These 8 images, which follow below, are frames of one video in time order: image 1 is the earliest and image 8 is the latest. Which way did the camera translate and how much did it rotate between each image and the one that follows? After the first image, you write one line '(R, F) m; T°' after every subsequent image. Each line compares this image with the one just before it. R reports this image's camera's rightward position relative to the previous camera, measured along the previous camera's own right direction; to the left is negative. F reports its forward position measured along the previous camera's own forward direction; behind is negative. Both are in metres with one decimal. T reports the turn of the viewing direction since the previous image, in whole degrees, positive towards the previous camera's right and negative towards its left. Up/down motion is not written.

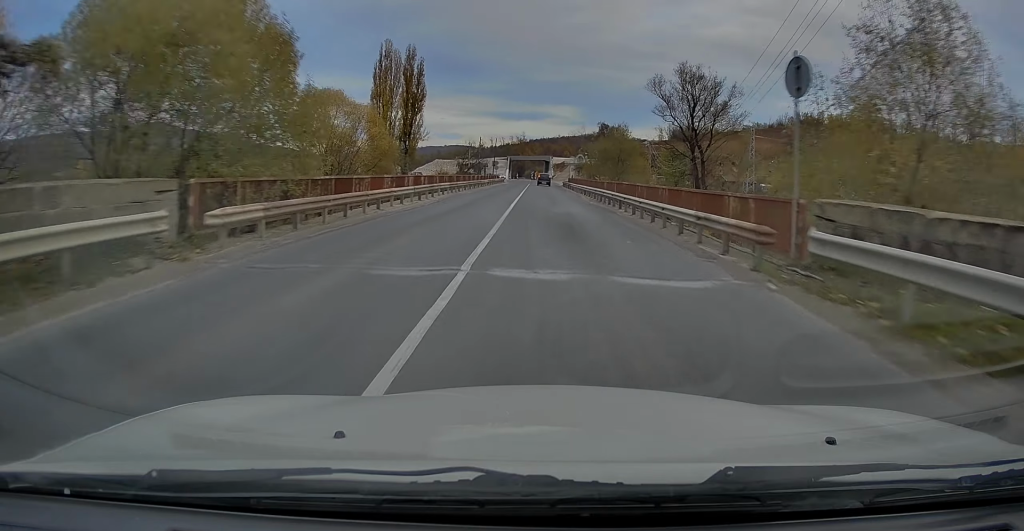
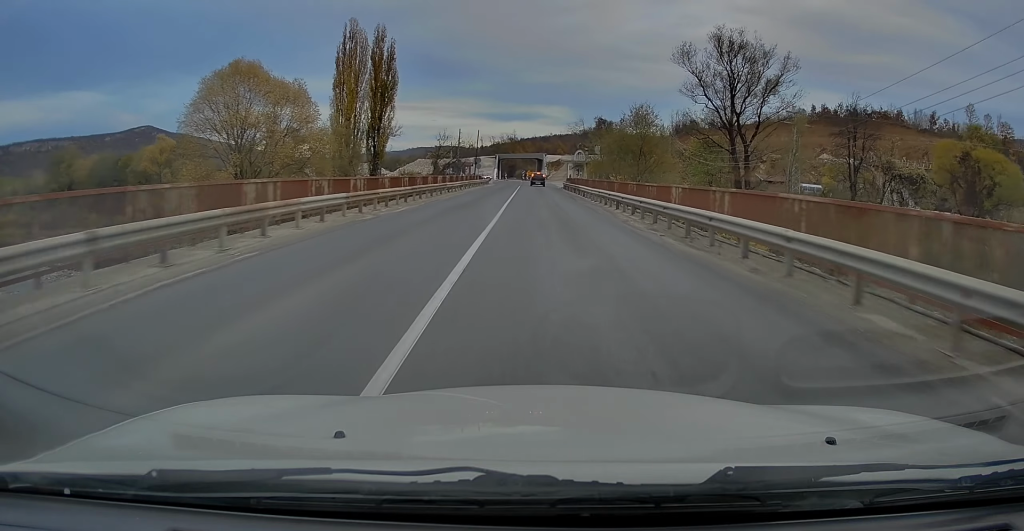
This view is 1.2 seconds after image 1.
(+0.1, +20.2) m; +1°
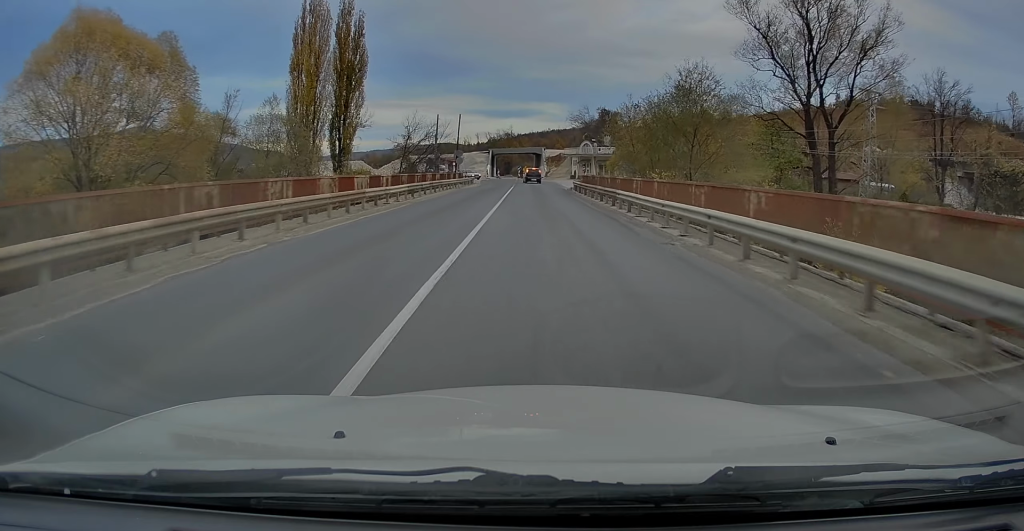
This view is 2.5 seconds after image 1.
(+0.2, +19.8) m; 0°
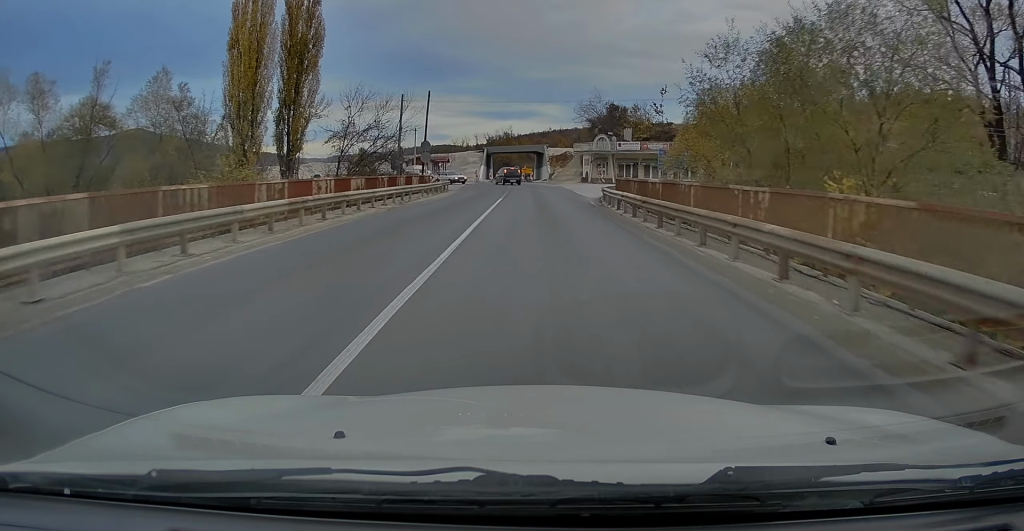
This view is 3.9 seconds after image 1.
(-0.4, +21.2) m; -1°
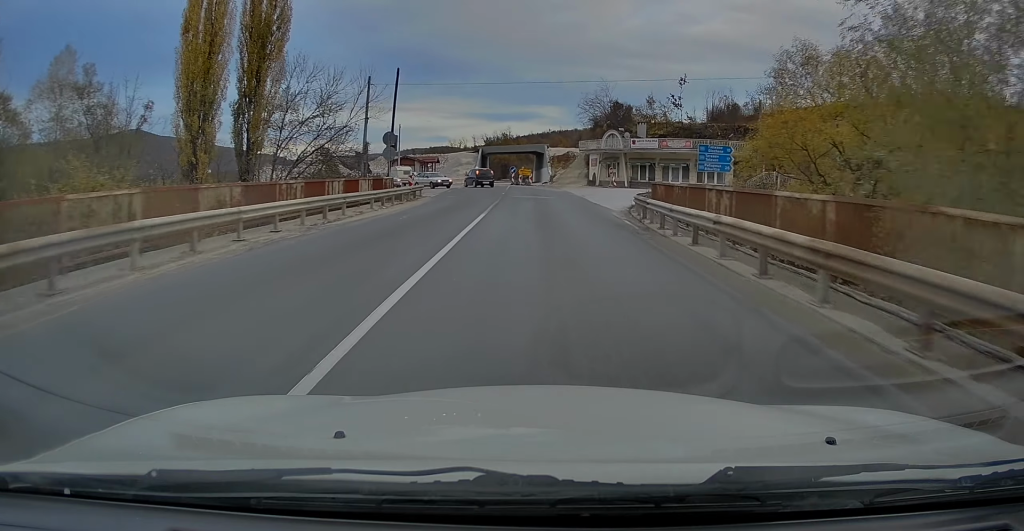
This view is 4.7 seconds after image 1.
(+0.1, +10.9) m; +1°
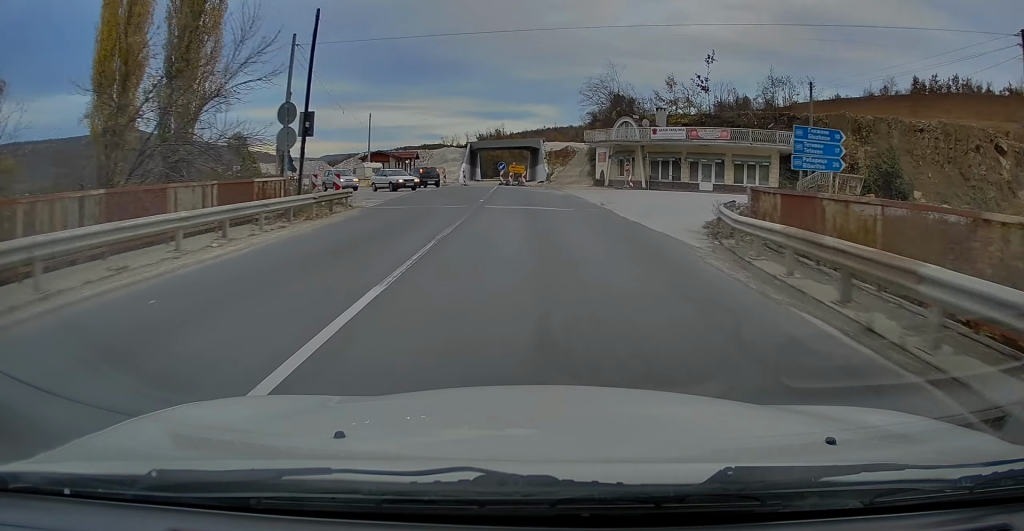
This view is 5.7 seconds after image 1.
(+0.2, +13.3) m; 0°
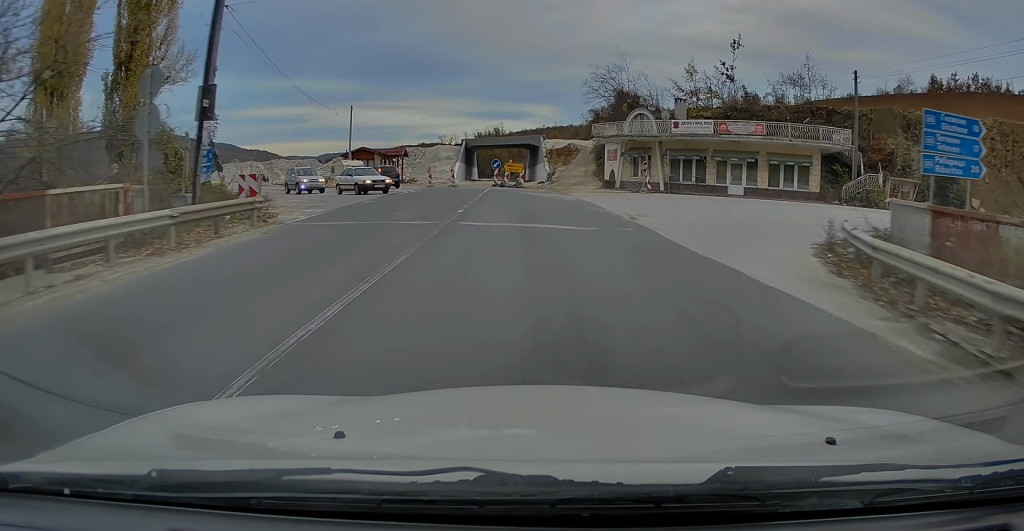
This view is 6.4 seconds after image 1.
(-0.1, +7.7) m; -1°
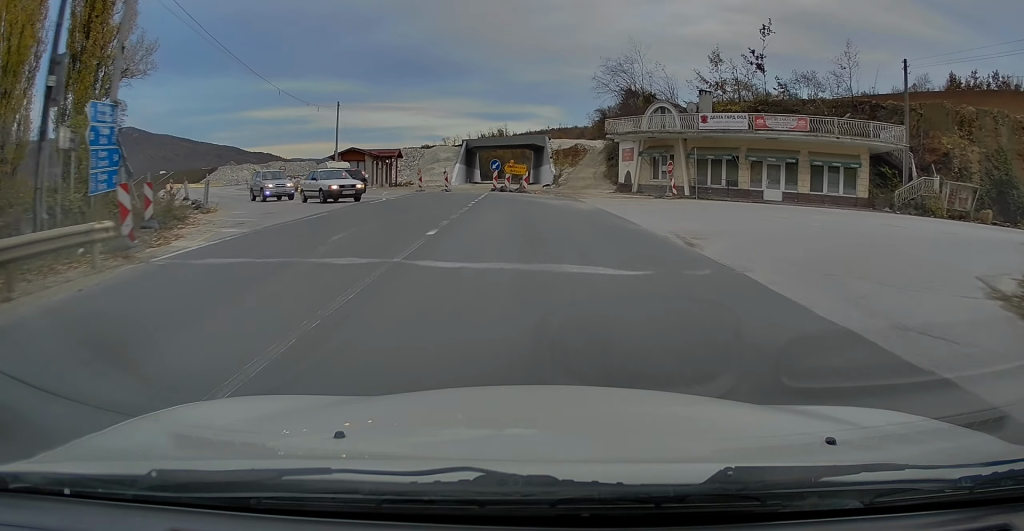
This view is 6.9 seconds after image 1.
(0.0, +5.9) m; -1°
